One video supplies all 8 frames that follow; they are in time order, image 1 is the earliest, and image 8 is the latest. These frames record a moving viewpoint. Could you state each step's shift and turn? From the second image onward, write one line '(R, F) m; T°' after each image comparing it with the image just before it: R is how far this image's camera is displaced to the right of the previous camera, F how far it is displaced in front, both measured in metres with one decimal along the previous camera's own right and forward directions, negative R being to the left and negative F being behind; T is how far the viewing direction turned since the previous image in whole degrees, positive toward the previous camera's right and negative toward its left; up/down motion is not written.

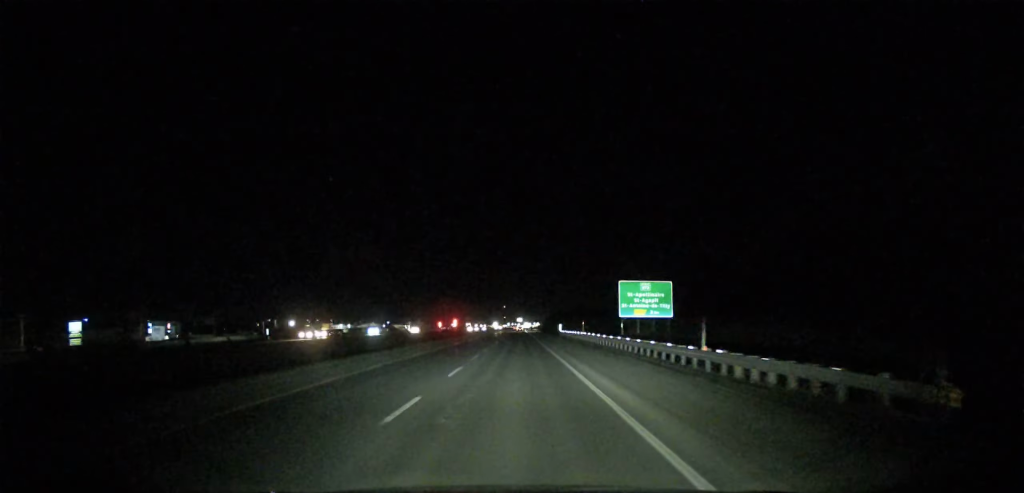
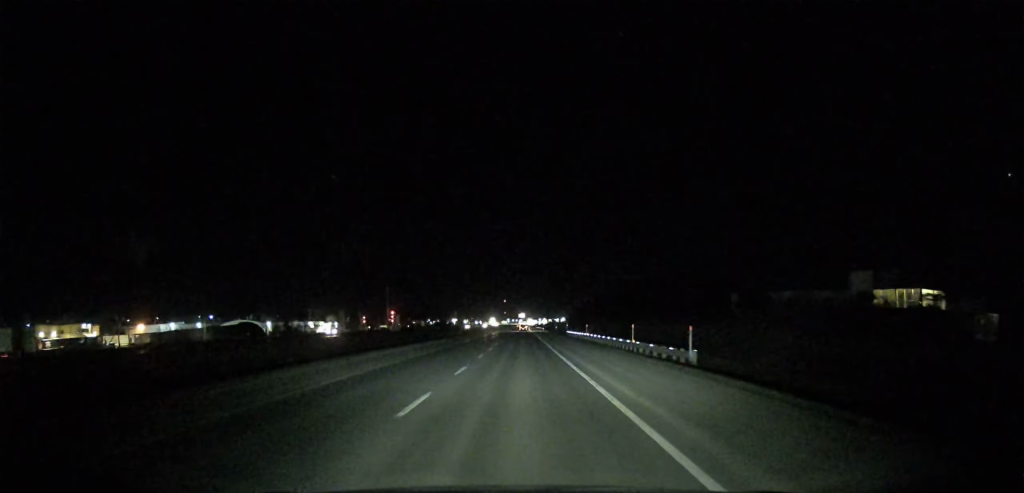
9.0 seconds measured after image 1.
(+0.2, +400.9) m; 0°
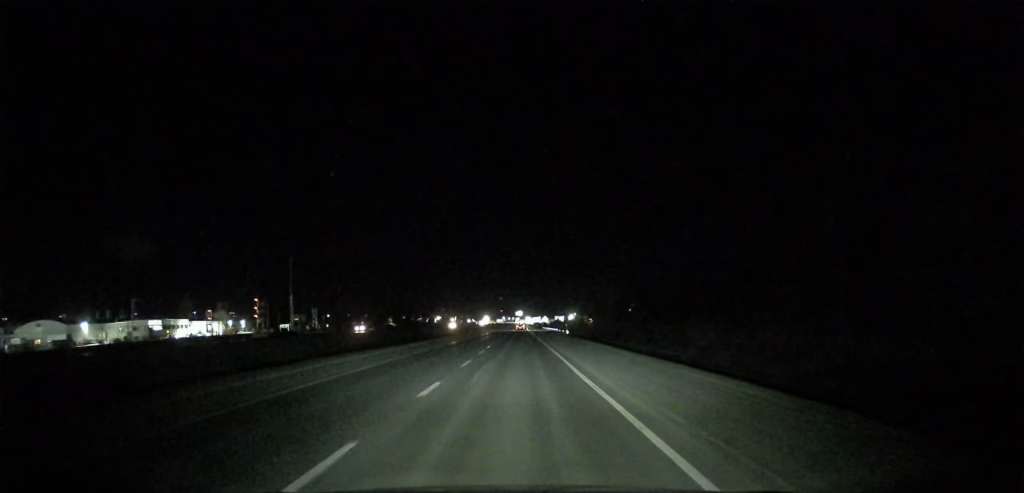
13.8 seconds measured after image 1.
(+0.1, +182.6) m; 0°
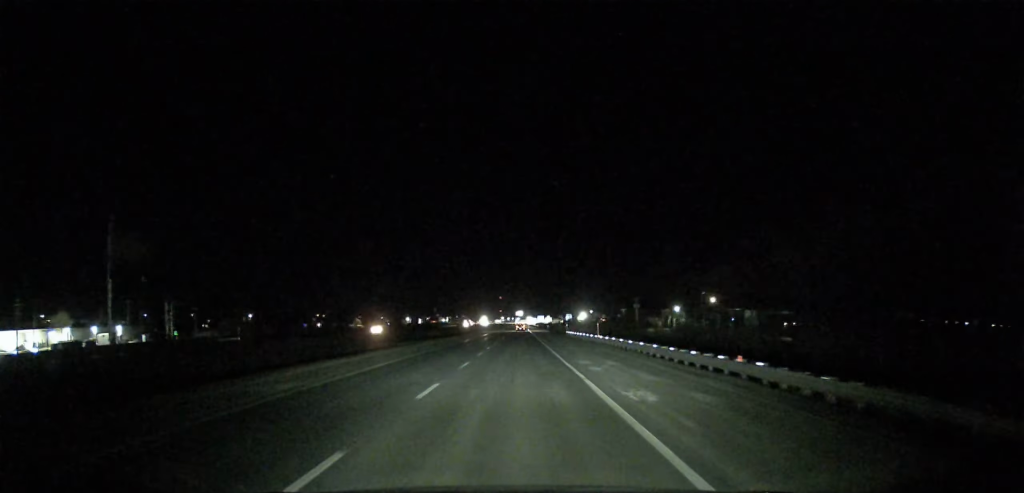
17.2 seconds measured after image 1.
(-0.1, +71.2) m; 0°
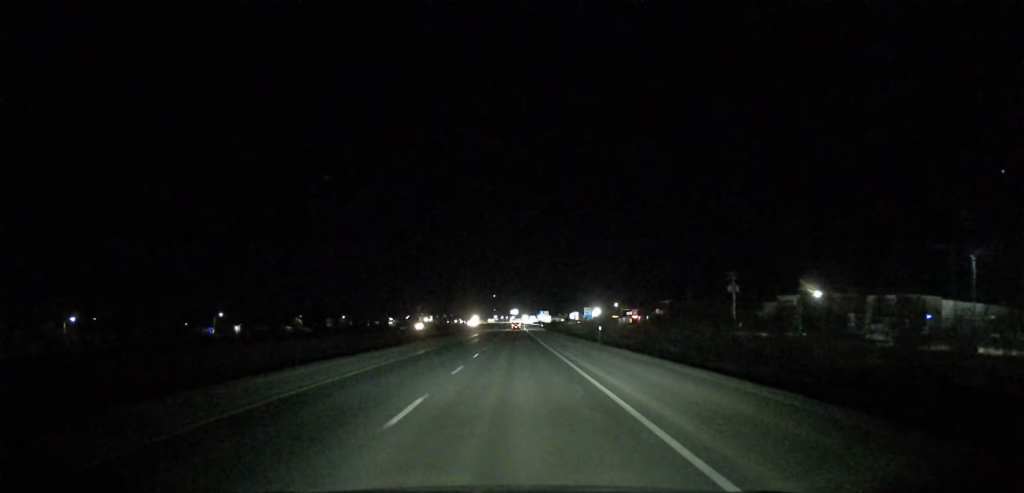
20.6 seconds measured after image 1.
(0.0, +81.5) m; 0°
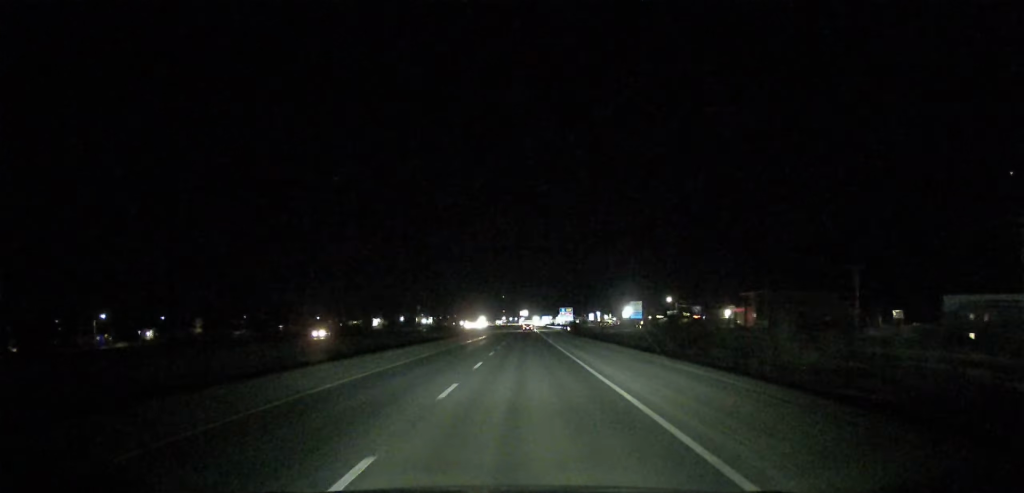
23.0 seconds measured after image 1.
(0.0, +61.9) m; 0°
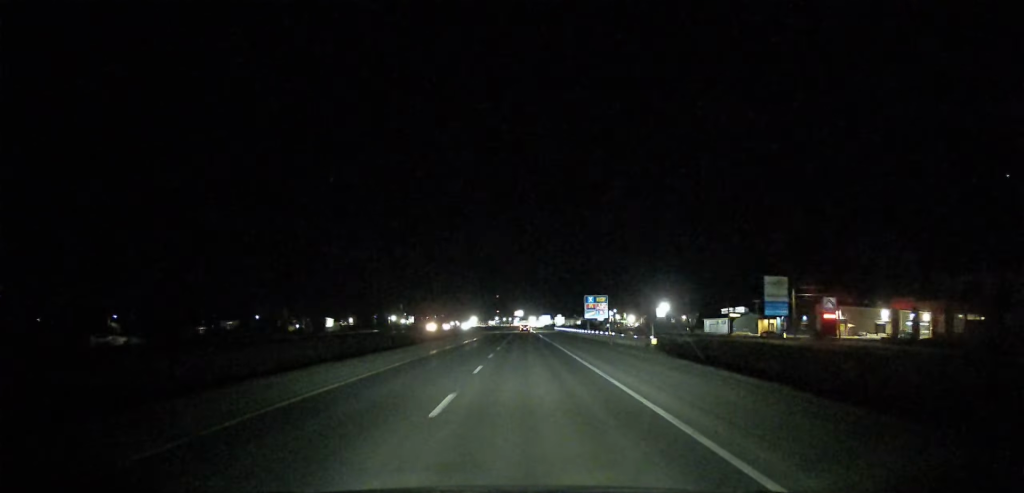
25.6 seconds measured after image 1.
(0.0, +71.5) m; 0°
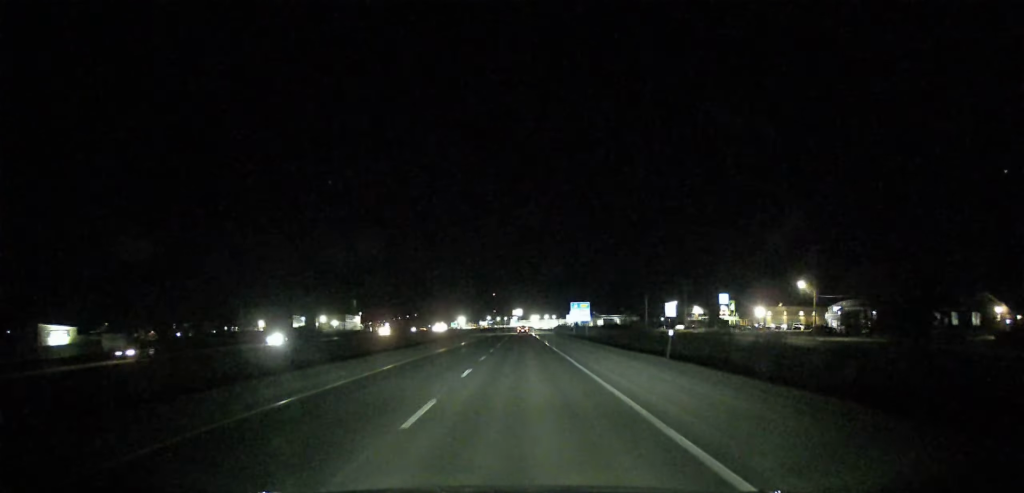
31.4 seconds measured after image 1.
(-0.1, +170.0) m; 0°
